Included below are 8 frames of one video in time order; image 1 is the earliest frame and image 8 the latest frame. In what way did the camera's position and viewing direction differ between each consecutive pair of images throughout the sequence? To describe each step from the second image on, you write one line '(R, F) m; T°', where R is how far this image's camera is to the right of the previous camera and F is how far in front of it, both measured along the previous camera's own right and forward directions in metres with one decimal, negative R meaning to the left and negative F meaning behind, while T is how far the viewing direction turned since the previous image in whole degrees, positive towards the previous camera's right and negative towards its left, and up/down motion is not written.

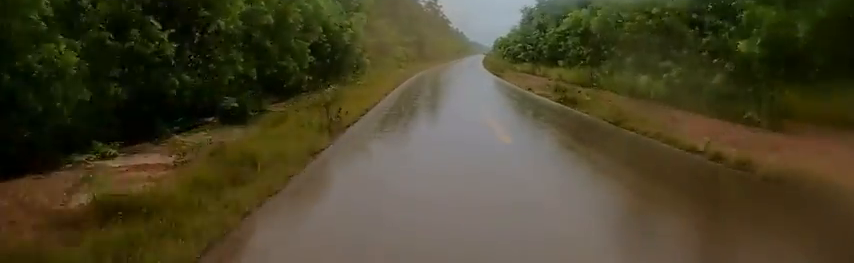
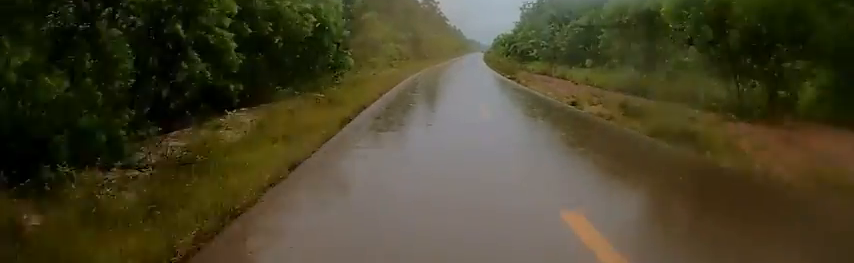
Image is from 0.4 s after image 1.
(-0.1, +6.0) m; 0°
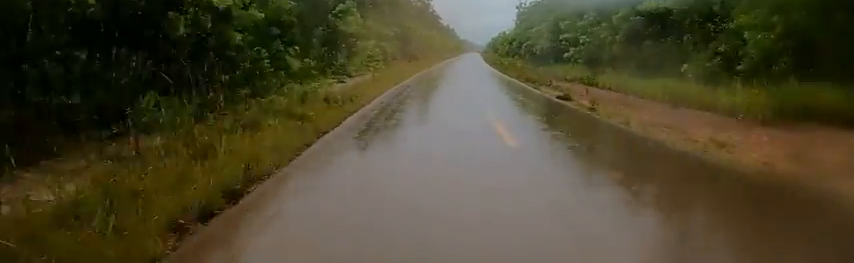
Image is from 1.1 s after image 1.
(+0.4, +10.9) m; 0°
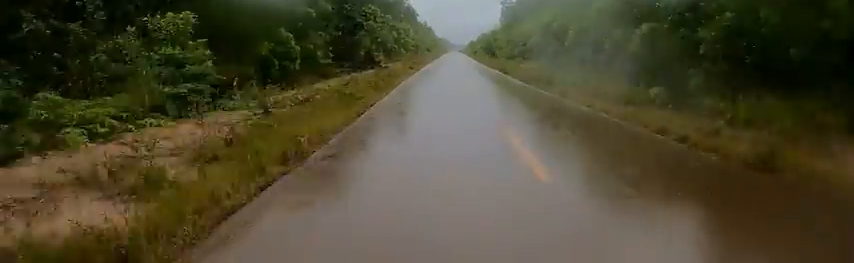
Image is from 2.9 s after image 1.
(-0.2, +25.4) m; +1°
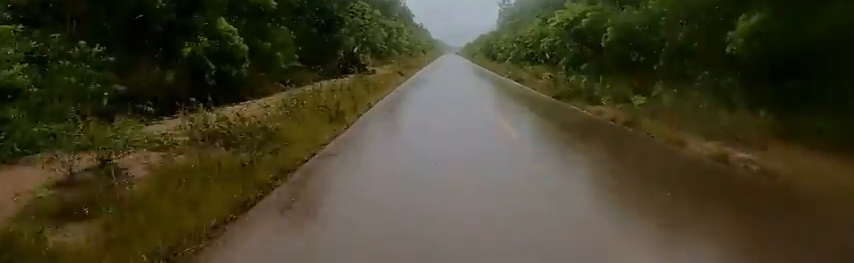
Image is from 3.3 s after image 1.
(+0.1, +5.7) m; +1°
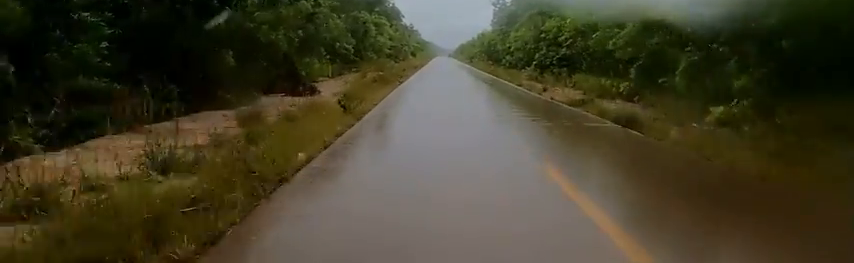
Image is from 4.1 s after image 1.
(0.0, +12.2) m; 0°
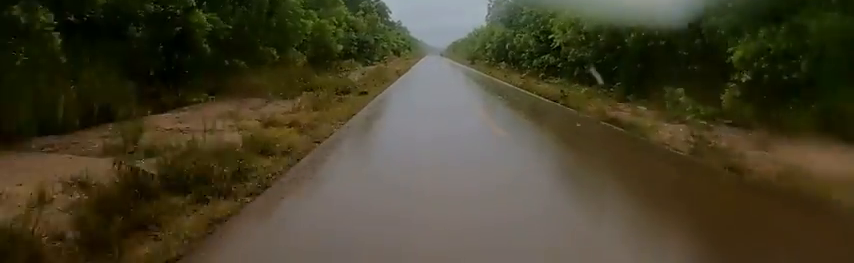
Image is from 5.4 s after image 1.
(0.0, +18.1) m; 0°
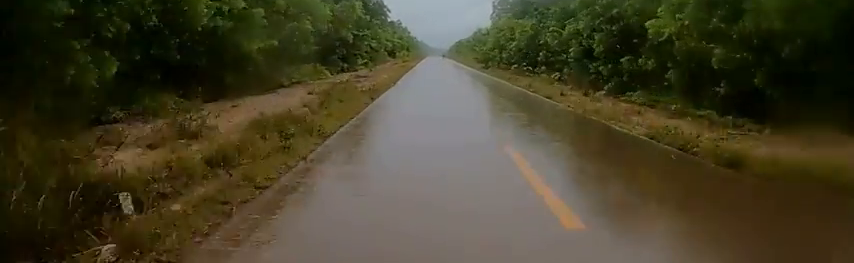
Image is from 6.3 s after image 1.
(0.0, +12.2) m; 0°
